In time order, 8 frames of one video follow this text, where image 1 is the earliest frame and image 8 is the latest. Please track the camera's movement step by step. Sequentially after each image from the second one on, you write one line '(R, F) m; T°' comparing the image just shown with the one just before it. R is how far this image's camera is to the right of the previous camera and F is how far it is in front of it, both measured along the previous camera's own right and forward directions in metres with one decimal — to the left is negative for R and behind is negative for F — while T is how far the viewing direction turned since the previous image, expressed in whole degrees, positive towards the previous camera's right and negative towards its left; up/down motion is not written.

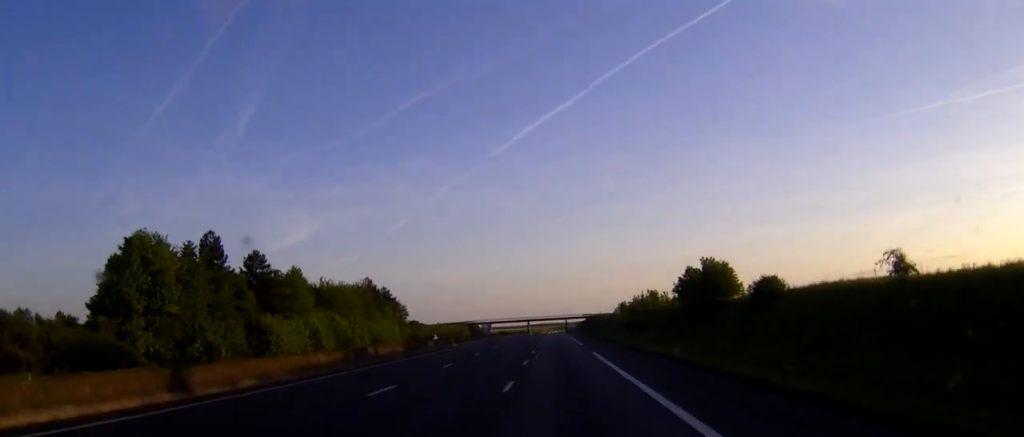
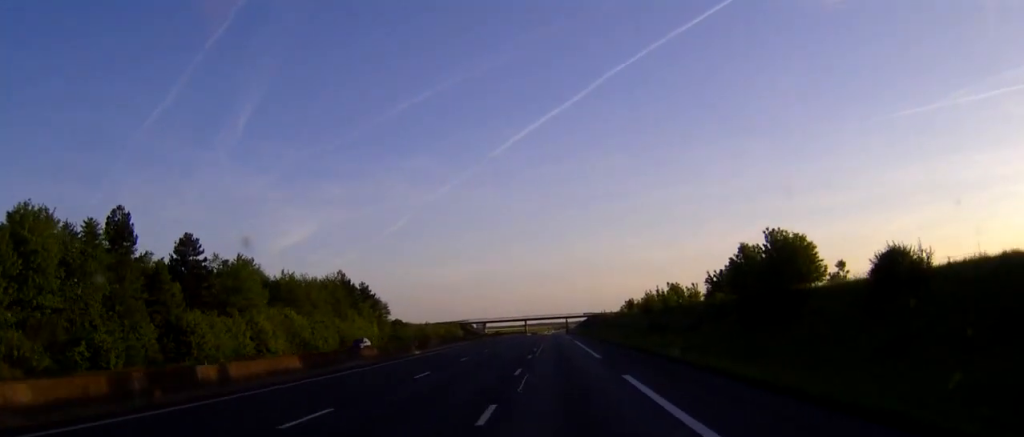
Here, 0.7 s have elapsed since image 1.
(0.0, +19.6) m; 0°
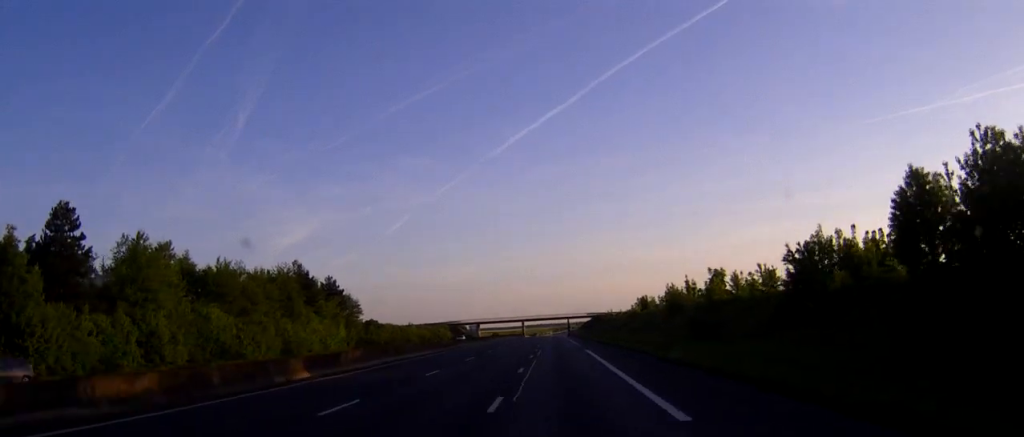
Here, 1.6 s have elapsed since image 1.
(0.0, +24.1) m; 0°
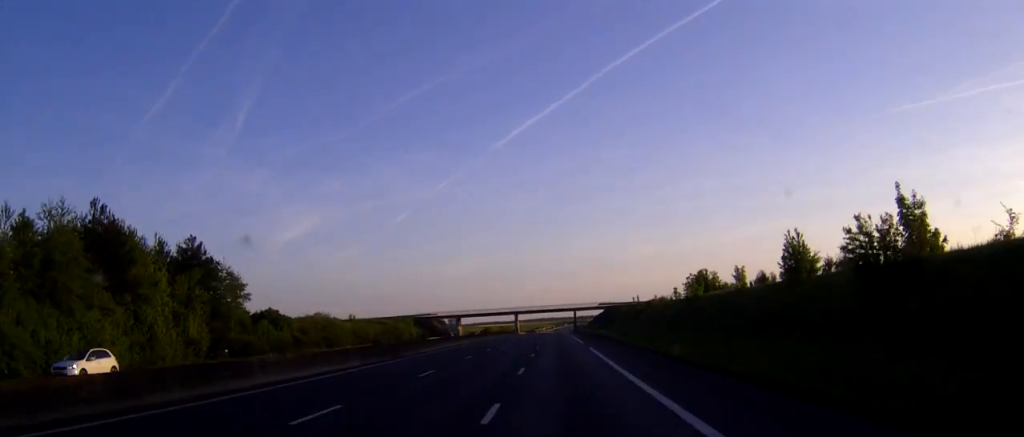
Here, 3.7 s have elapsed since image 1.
(0.0, +54.5) m; 0°
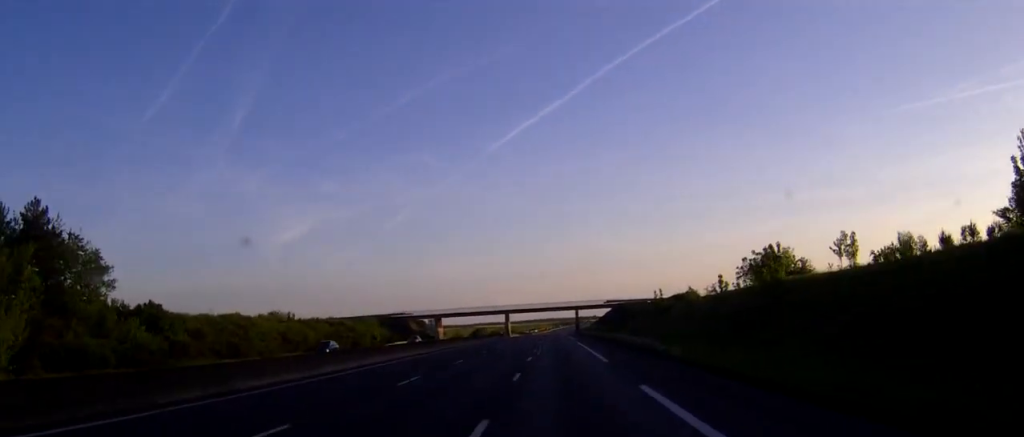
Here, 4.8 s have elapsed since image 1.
(0.0, +29.6) m; 0°
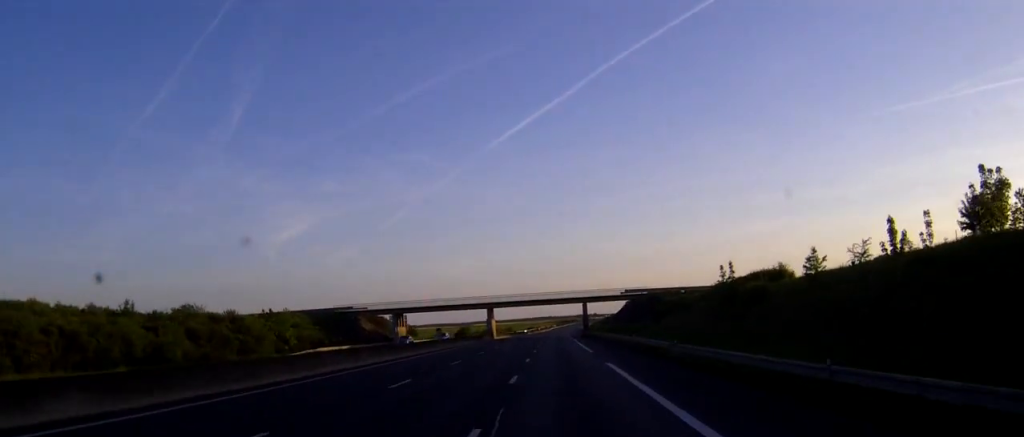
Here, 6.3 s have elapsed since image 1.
(0.0, +40.4) m; 0°
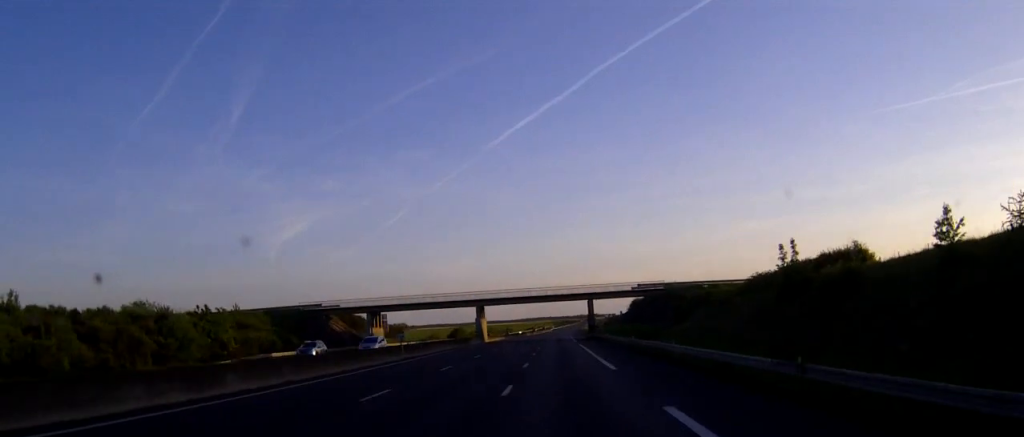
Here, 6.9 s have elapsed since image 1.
(0.0, +16.3) m; 0°
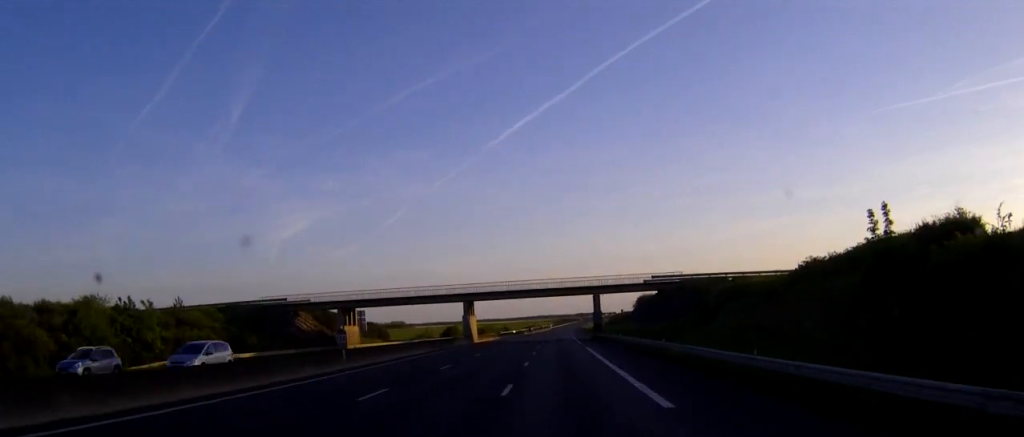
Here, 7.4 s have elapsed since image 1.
(0.0, +13.6) m; 0°
